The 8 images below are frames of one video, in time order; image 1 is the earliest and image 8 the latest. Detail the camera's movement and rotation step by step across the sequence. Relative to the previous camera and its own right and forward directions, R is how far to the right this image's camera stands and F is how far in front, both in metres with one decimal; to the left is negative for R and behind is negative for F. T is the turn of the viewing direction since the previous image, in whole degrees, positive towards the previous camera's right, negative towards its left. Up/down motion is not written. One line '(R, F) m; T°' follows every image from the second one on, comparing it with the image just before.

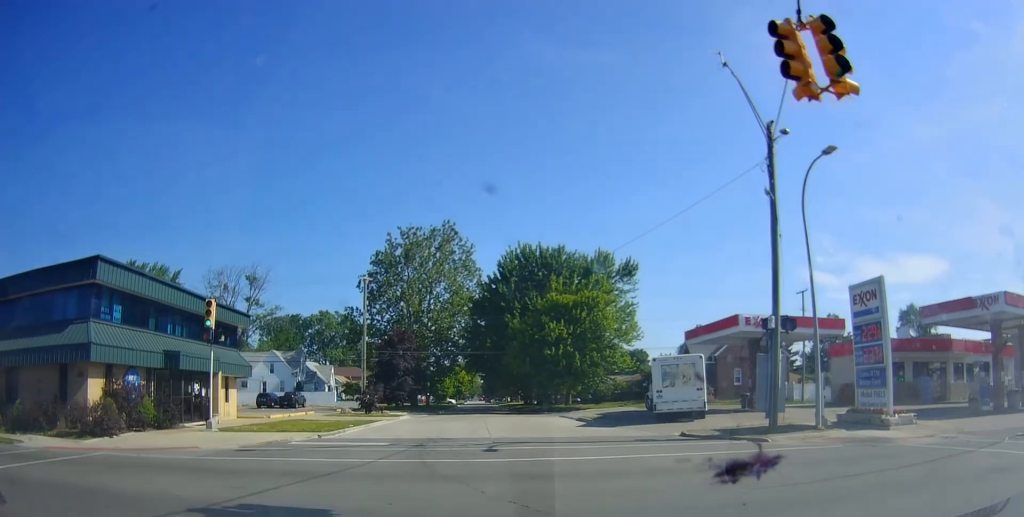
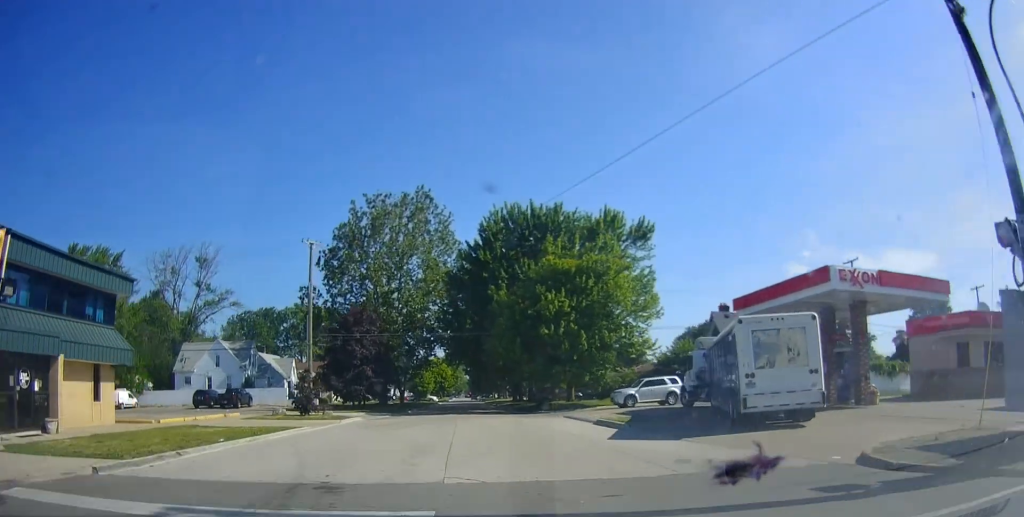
(+0.1, +12.0) m; +1°
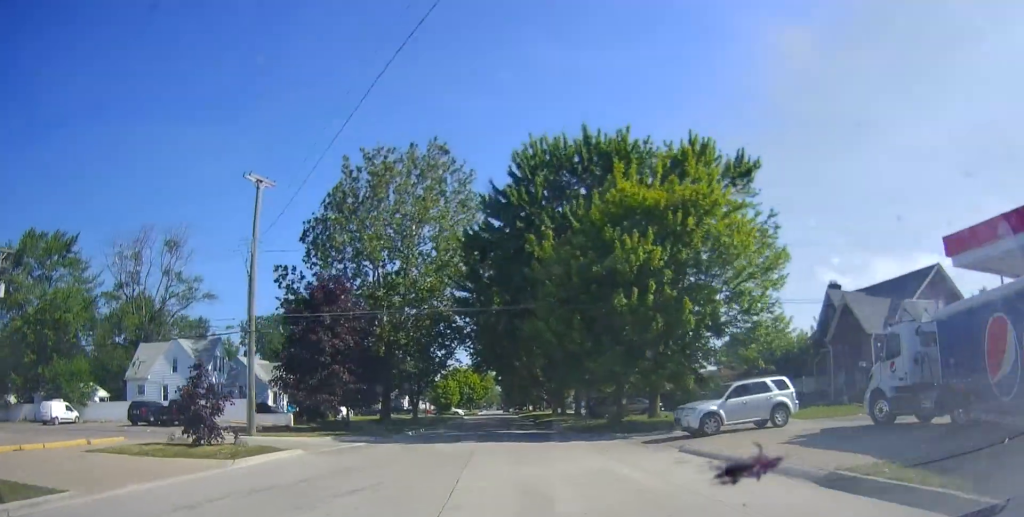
(0.0, +15.4) m; 0°
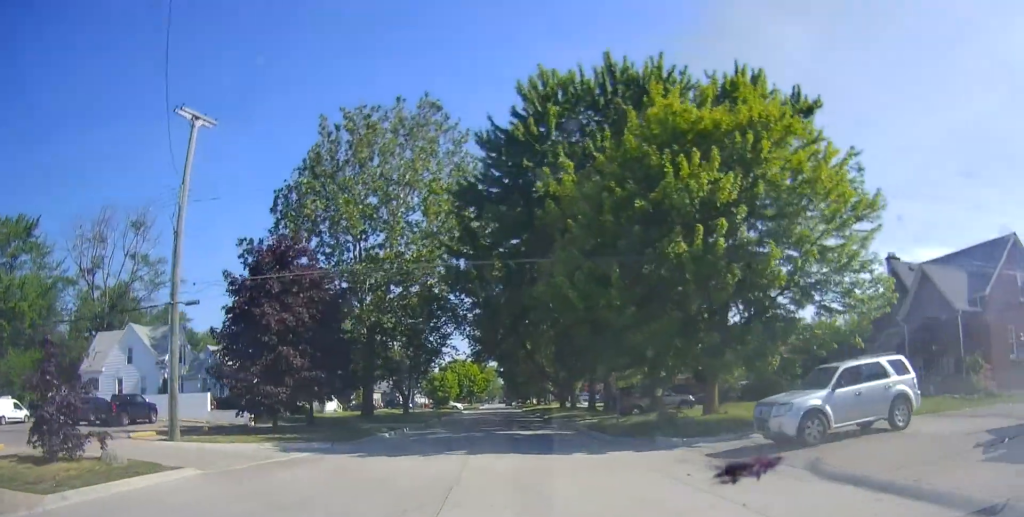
(0.0, +7.5) m; 0°
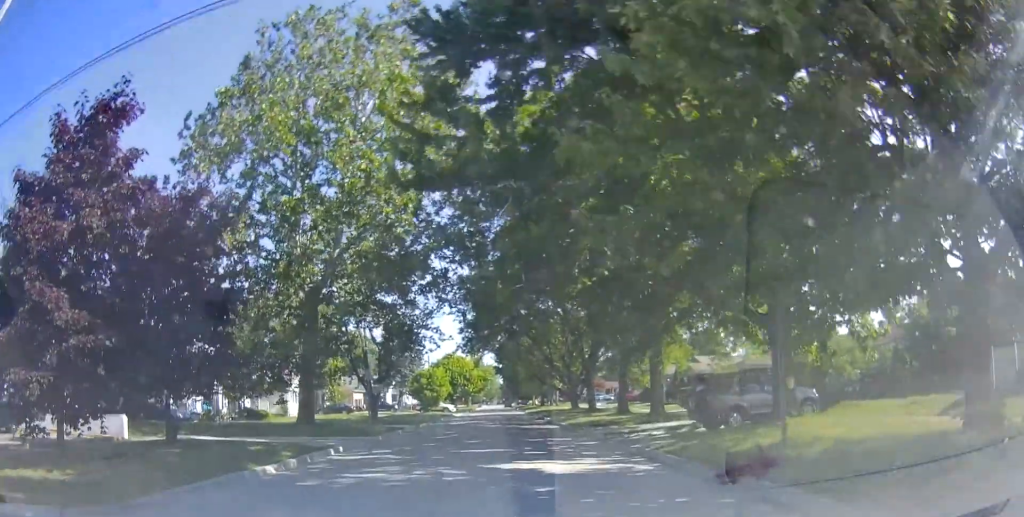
(0.0, +13.3) m; -2°
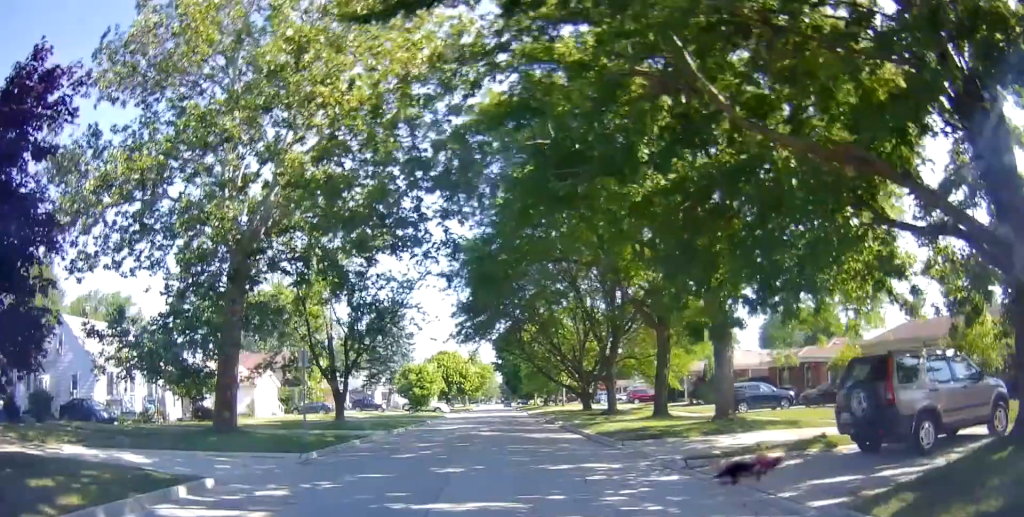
(-0.2, +8.7) m; 0°
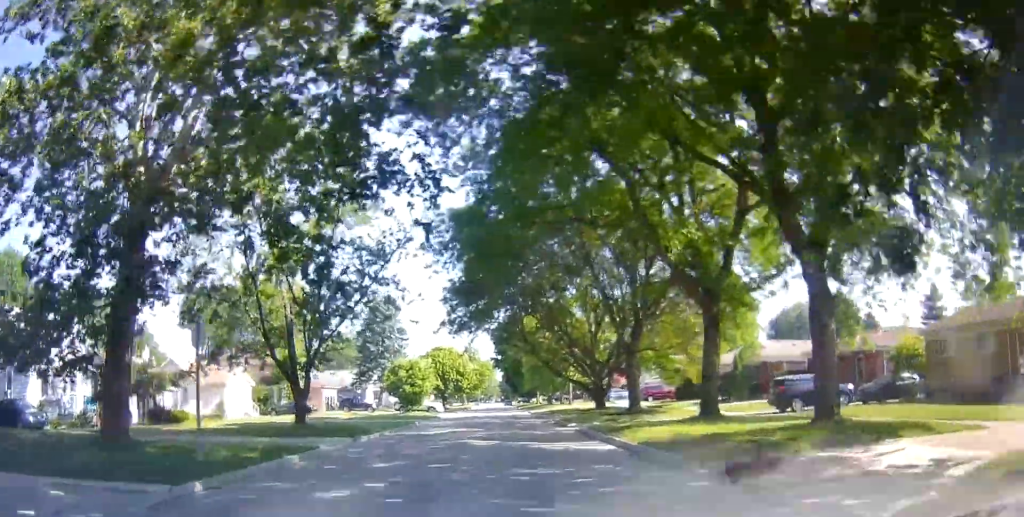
(-0.1, +6.5) m; 0°
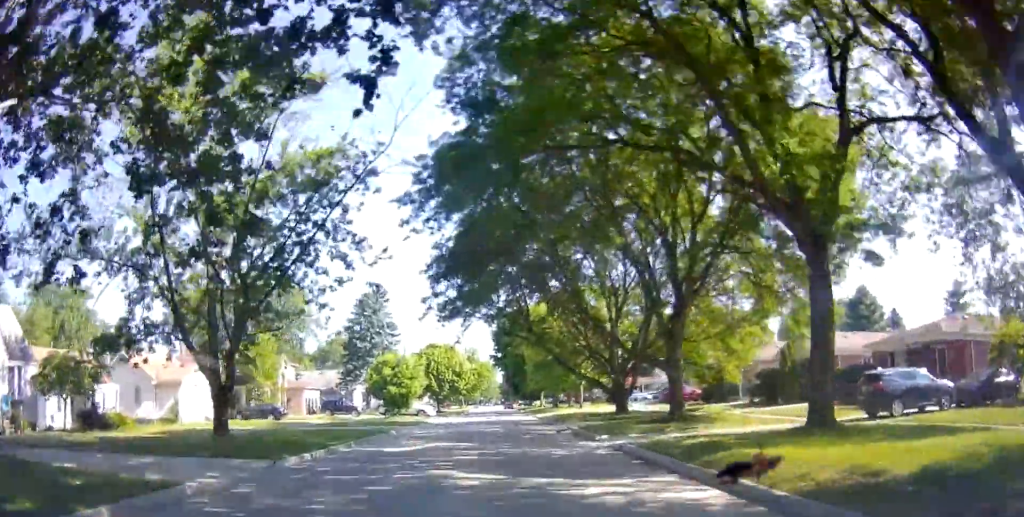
(+0.2, +7.9) m; +1°
